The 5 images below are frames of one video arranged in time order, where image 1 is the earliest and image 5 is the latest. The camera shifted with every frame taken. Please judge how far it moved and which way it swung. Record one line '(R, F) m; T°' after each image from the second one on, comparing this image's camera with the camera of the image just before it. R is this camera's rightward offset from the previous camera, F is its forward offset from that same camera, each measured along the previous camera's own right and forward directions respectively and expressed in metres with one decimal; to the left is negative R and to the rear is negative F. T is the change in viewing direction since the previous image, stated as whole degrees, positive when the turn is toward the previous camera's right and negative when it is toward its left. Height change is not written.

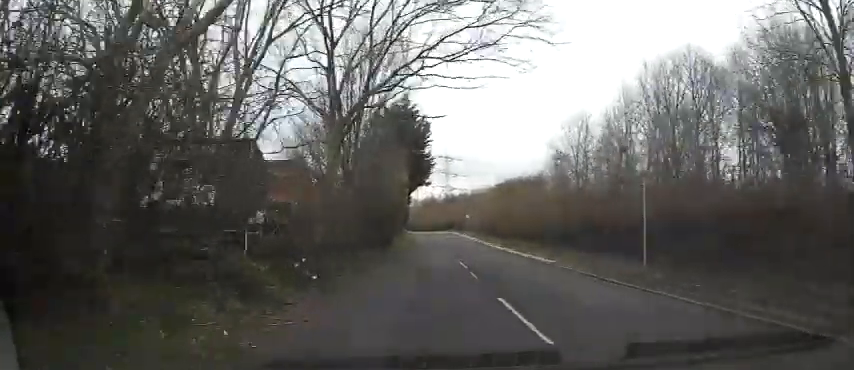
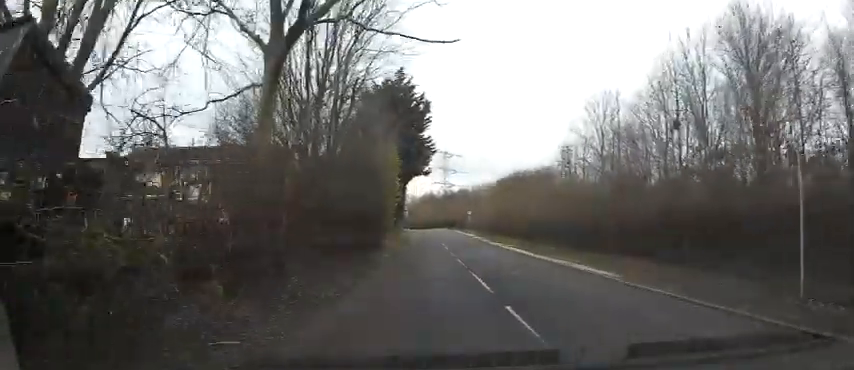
(0.0, +7.0) m; -1°
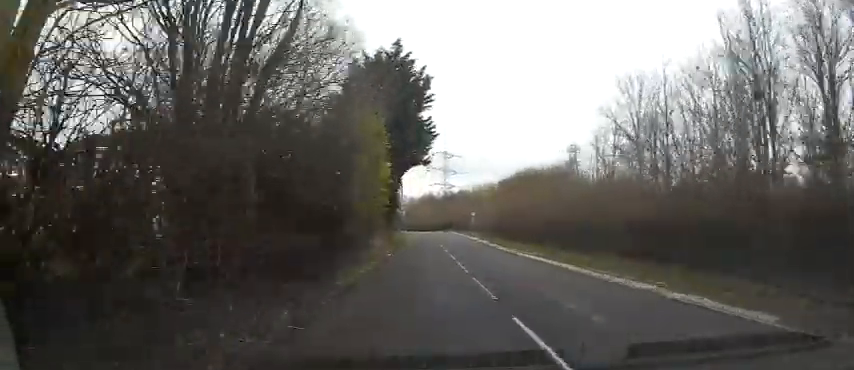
(0.0, +6.8) m; 0°
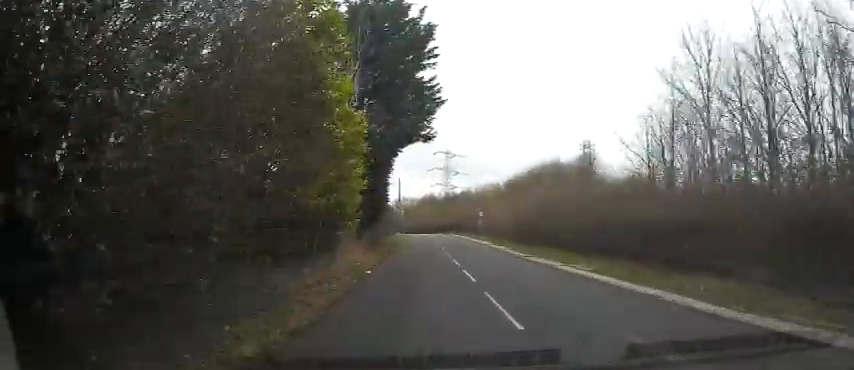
(0.0, +8.1) m; +1°
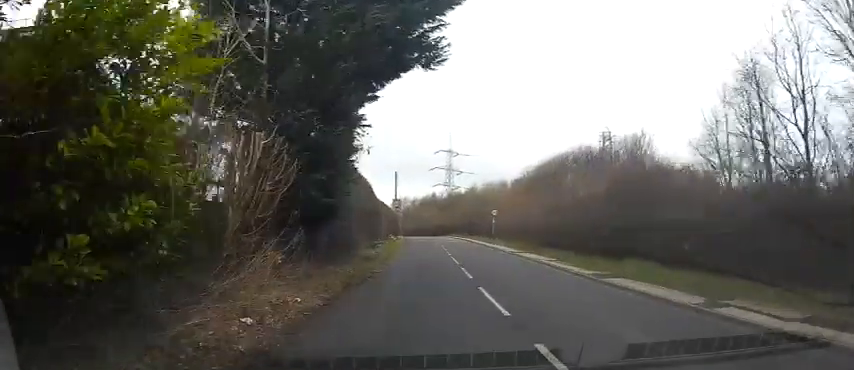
(+0.1, +9.7) m; +1°
